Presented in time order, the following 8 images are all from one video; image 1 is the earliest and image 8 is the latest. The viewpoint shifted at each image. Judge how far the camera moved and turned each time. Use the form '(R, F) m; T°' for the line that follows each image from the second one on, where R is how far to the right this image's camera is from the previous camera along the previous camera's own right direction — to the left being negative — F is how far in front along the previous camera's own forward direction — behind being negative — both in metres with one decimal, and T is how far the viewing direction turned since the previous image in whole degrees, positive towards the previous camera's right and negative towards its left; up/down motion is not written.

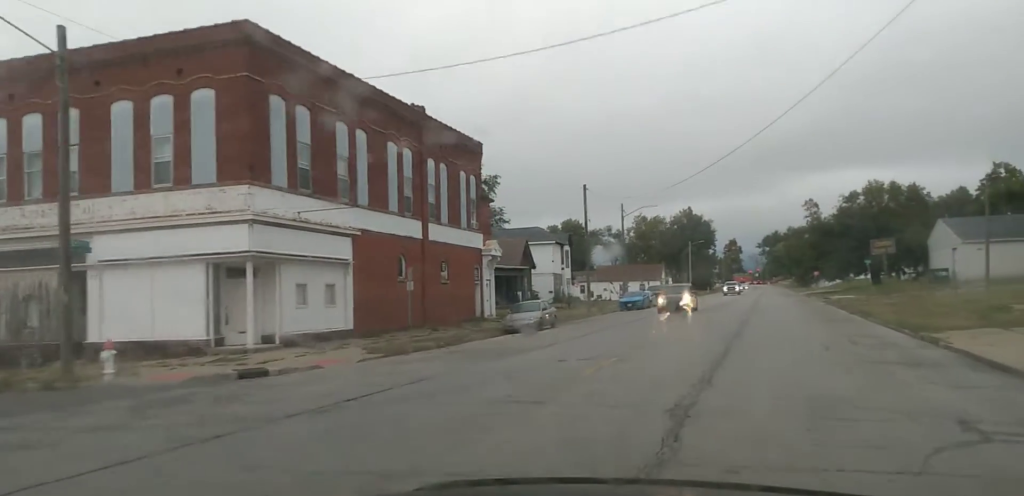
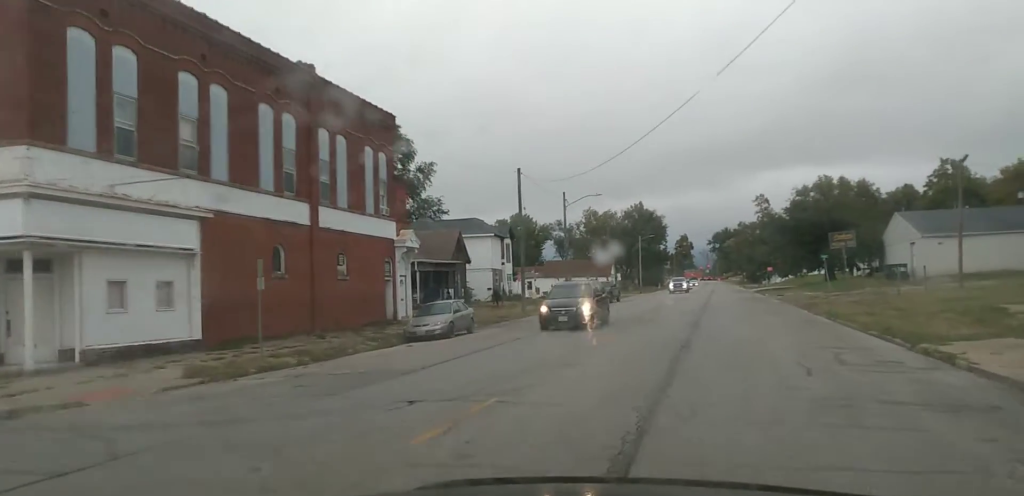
(+0.2, +5.9) m; +3°
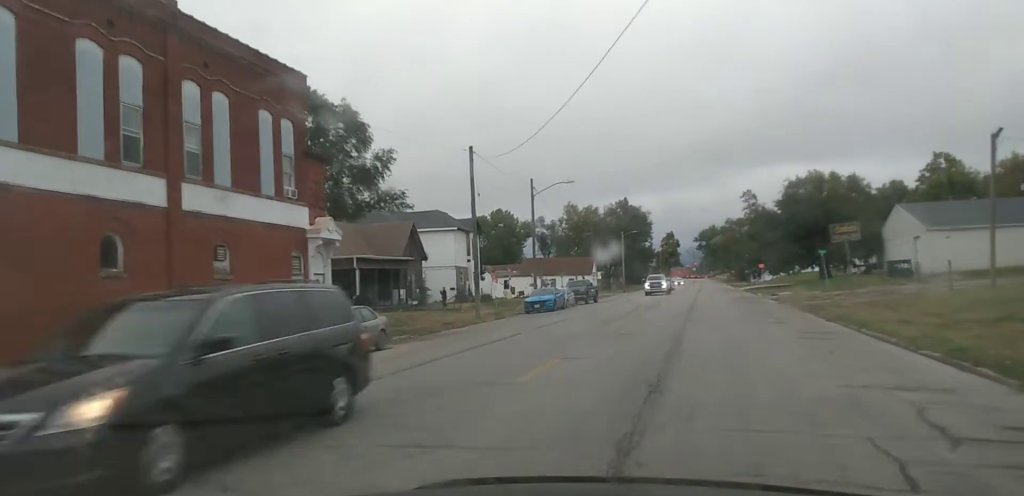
(+0.1, +6.8) m; +1°
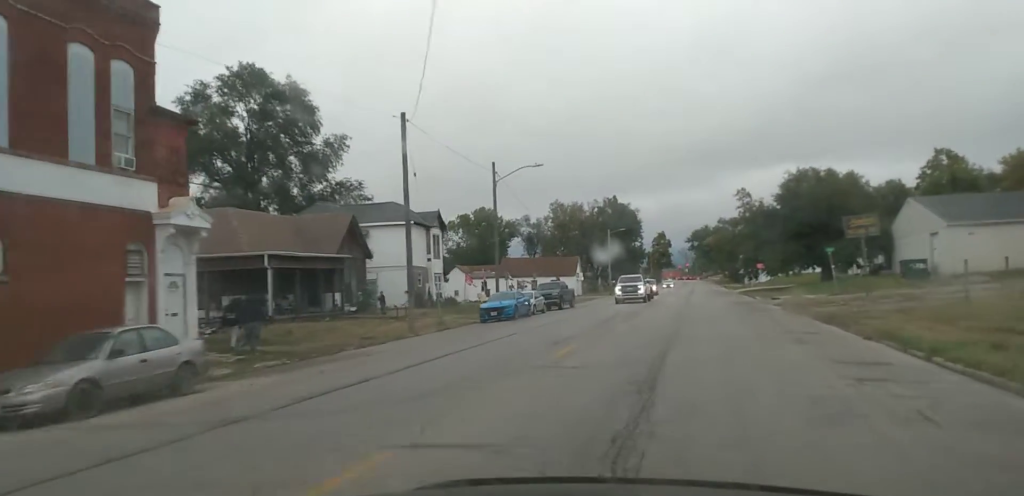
(-0.1, +7.7) m; 0°
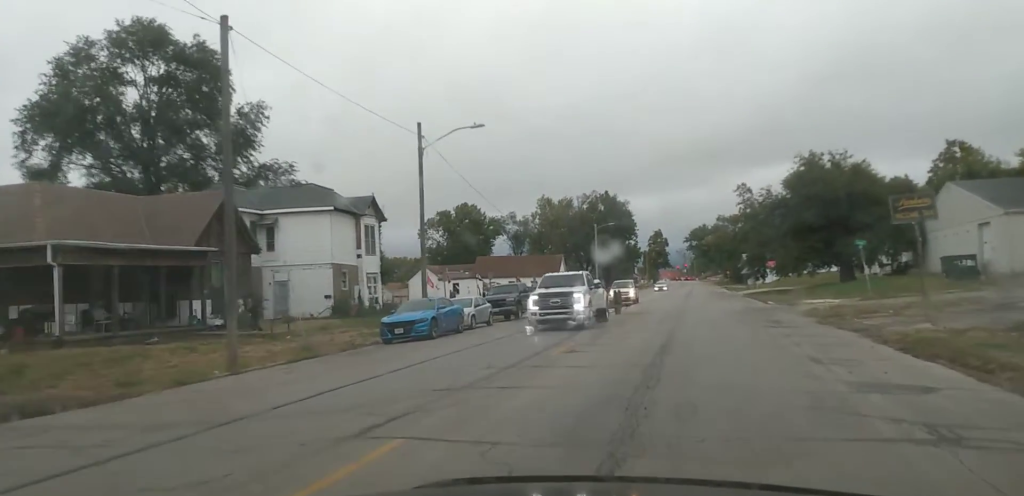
(-0.1, +11.7) m; -1°
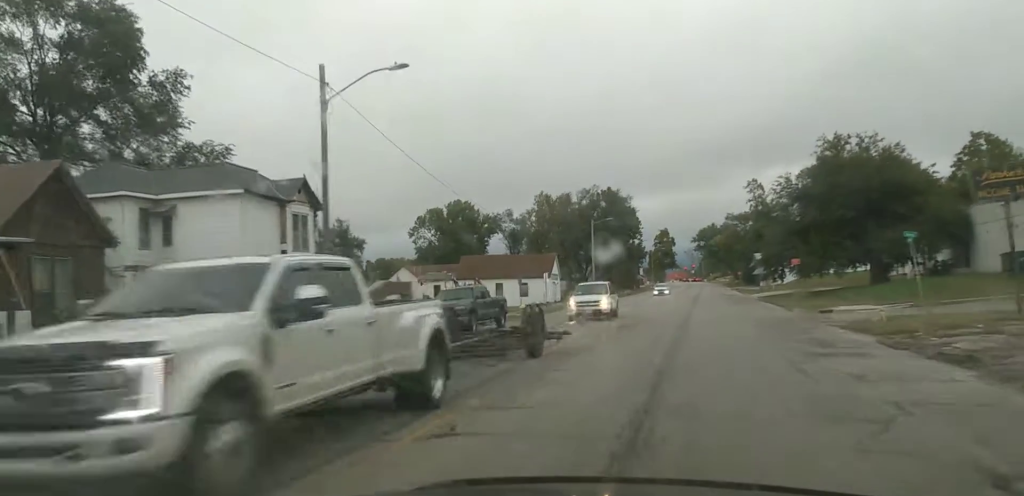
(-0.1, +10.1) m; -1°
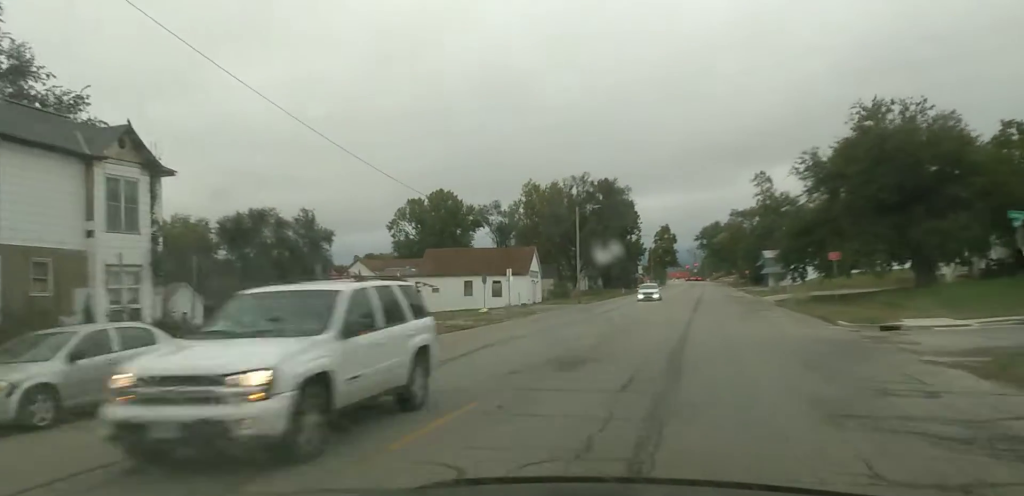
(0.0, +11.7) m; 0°
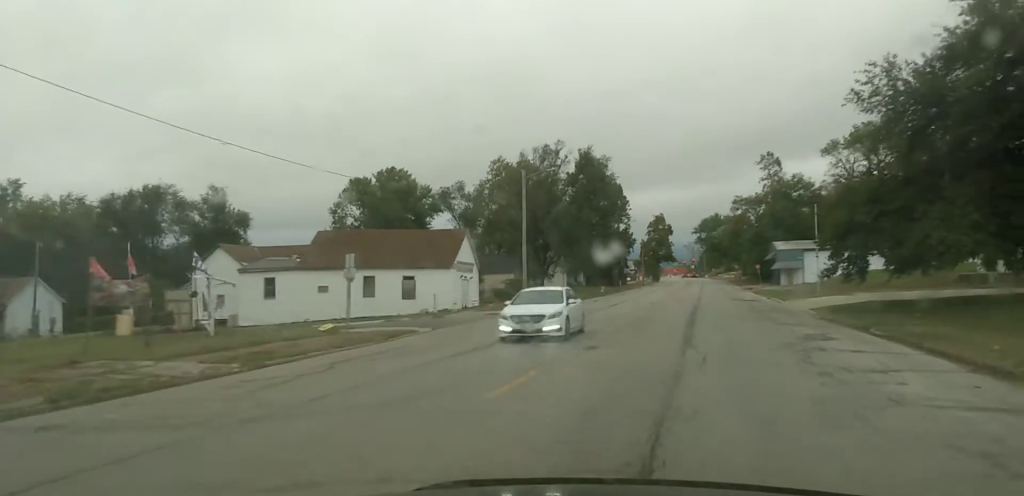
(0.0, +20.9) m; +1°
